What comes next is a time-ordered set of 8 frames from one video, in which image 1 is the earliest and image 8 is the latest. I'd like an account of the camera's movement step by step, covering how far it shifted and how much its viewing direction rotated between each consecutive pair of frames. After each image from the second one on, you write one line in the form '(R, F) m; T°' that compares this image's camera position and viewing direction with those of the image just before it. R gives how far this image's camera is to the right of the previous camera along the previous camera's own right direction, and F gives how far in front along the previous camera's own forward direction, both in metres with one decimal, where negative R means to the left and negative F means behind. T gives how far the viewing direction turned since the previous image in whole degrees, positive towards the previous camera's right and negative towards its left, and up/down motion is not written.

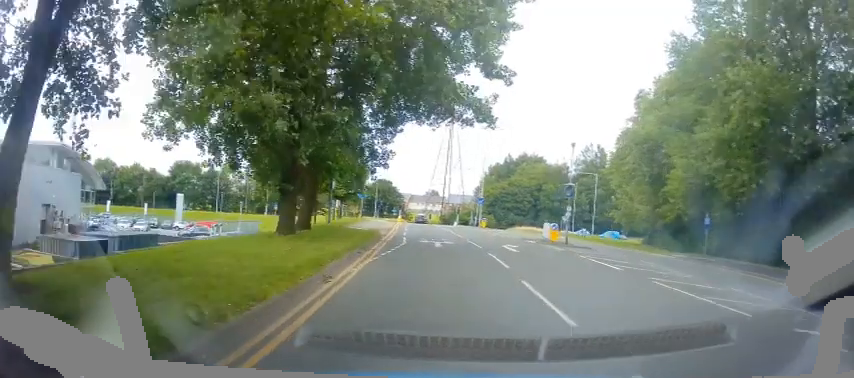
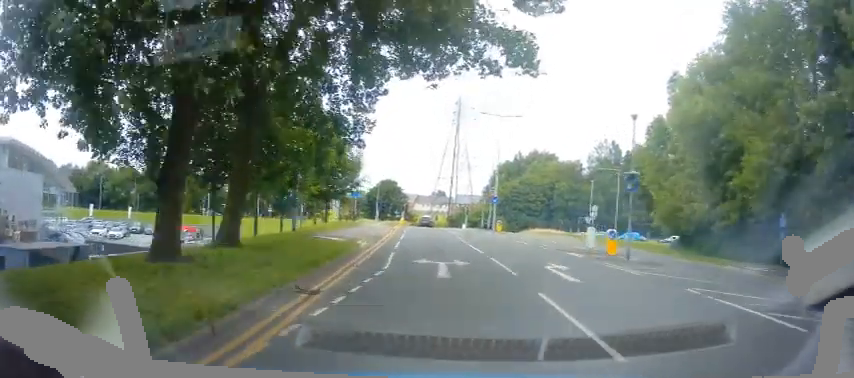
(+0.1, +5.7) m; 0°
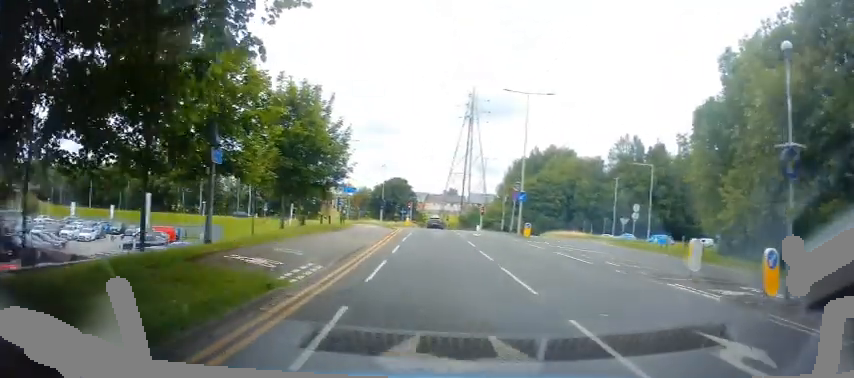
(0.0, +7.3) m; -2°
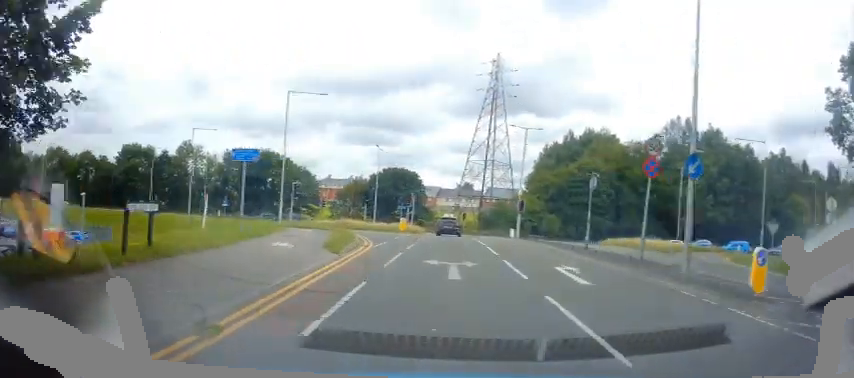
(-0.9, +23.9) m; -1°
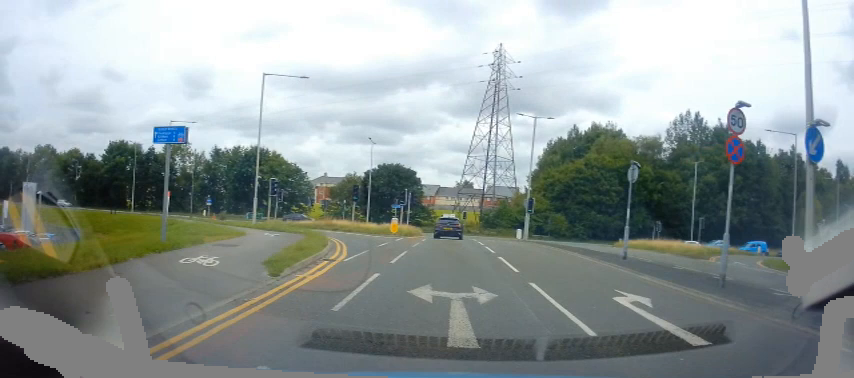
(0.0, +5.0) m; 0°
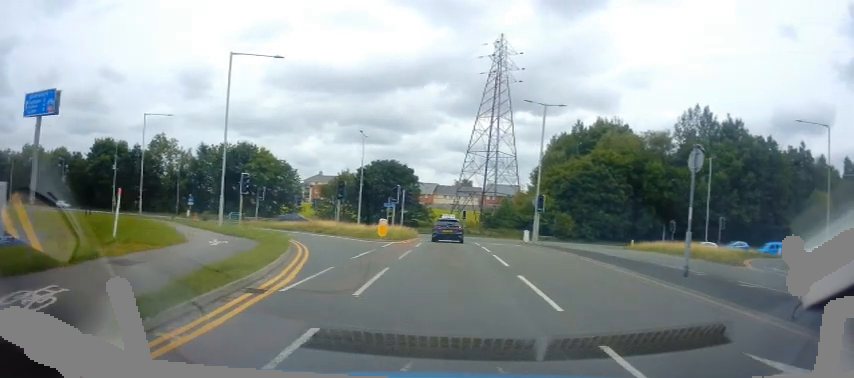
(0.0, +4.6) m; 0°
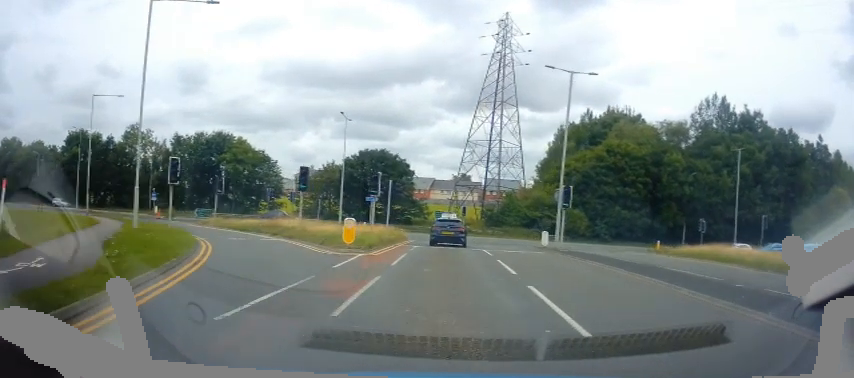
(0.0, +7.9) m; 0°
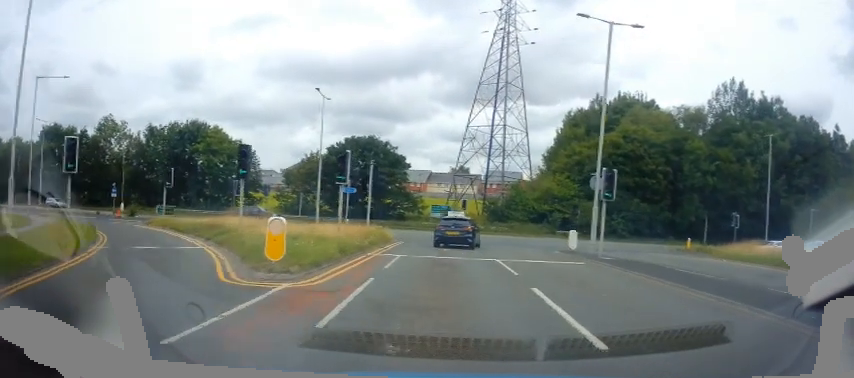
(0.0, +6.8) m; 0°
